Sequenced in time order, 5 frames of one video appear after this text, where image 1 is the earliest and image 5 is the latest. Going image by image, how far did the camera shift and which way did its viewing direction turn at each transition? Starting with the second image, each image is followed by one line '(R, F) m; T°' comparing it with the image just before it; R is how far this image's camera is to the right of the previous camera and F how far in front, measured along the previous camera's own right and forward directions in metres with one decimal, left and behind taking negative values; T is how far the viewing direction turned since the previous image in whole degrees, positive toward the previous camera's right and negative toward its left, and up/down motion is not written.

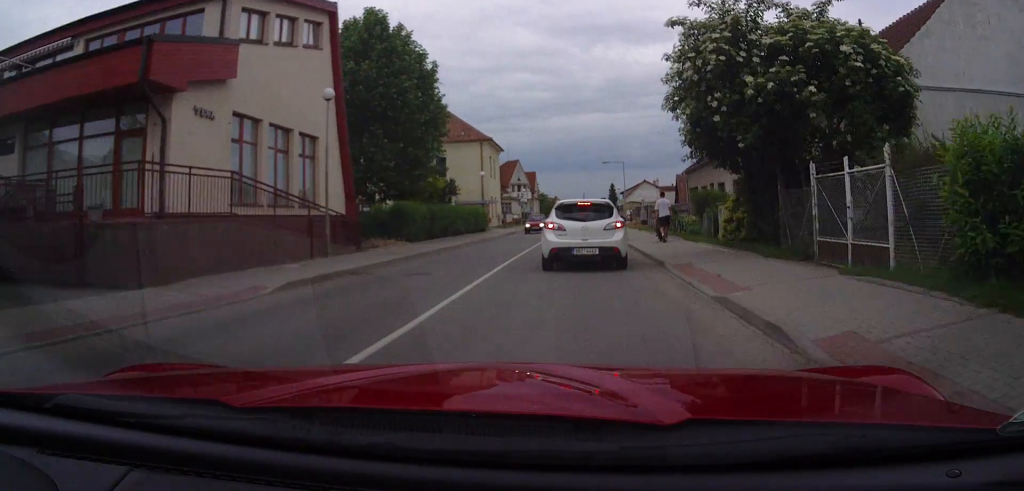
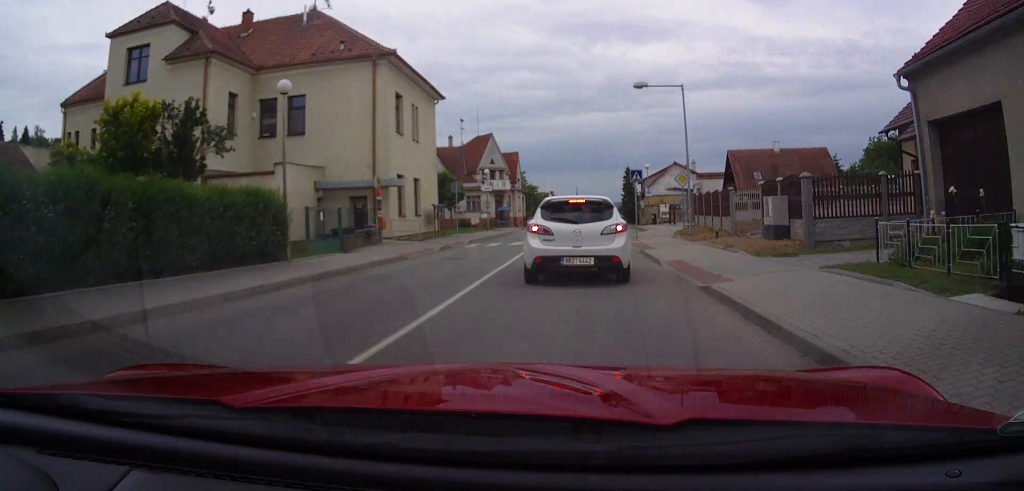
(0.0, +33.2) m; 0°
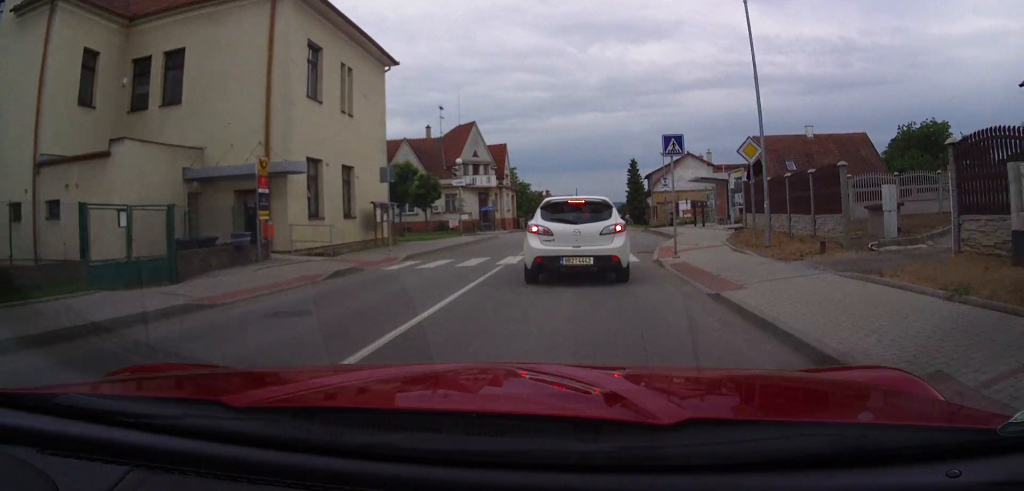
(0.0, +9.7) m; 0°
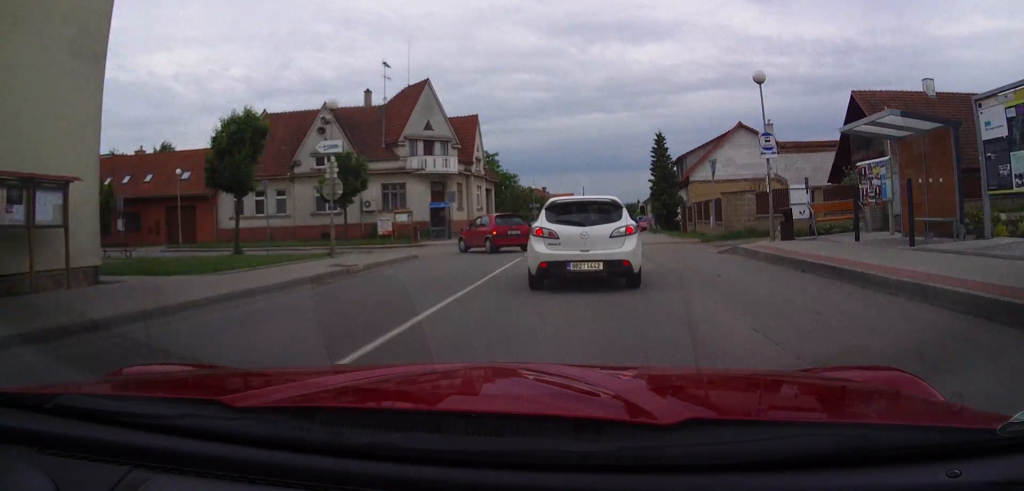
(0.0, +20.8) m; 0°
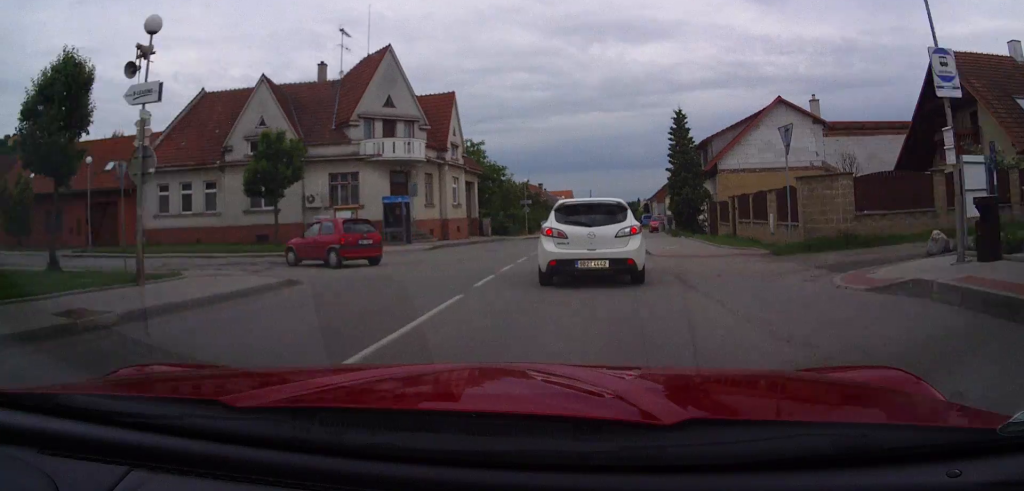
(0.0, +9.1) m; +1°
